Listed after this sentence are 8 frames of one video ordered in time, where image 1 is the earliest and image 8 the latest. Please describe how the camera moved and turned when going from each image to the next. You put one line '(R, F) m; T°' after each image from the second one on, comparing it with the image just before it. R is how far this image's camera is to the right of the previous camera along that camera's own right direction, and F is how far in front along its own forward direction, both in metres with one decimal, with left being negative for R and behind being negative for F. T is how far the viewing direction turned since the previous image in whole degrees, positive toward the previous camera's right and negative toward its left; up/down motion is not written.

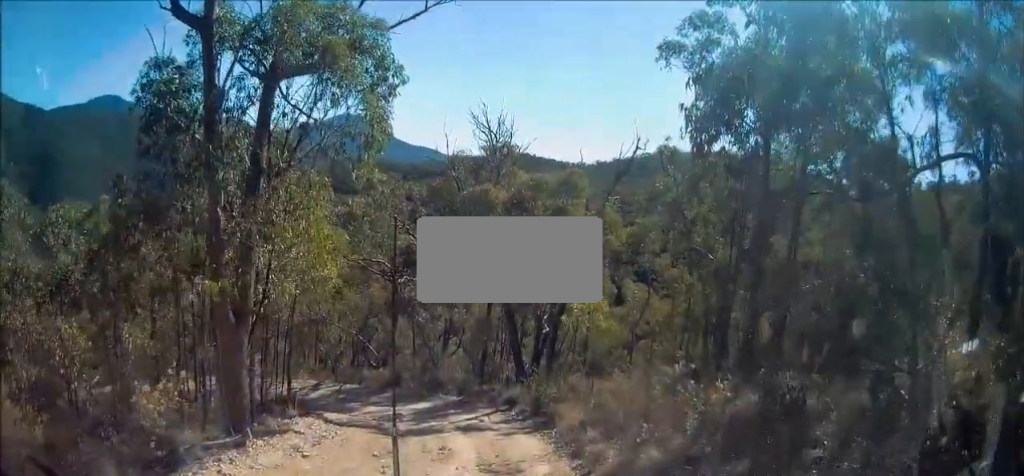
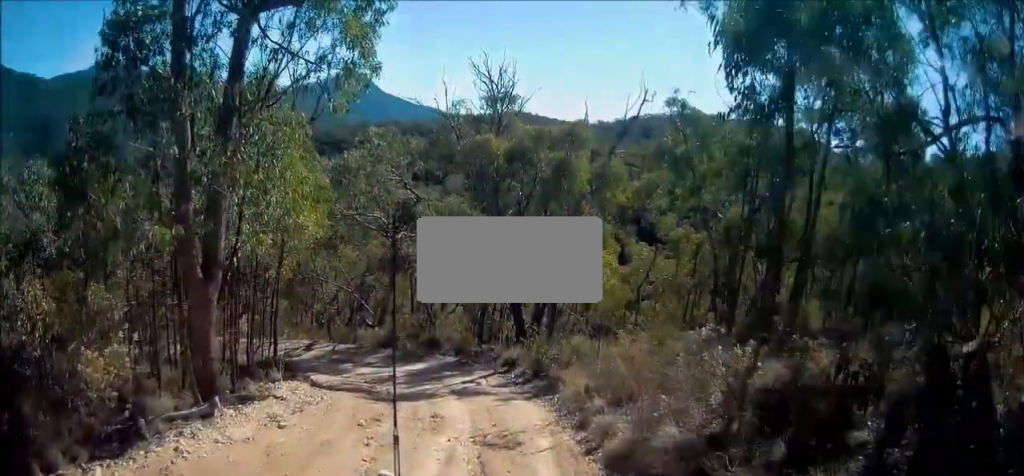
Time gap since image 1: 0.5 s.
(0.0, +1.0) m; 0°
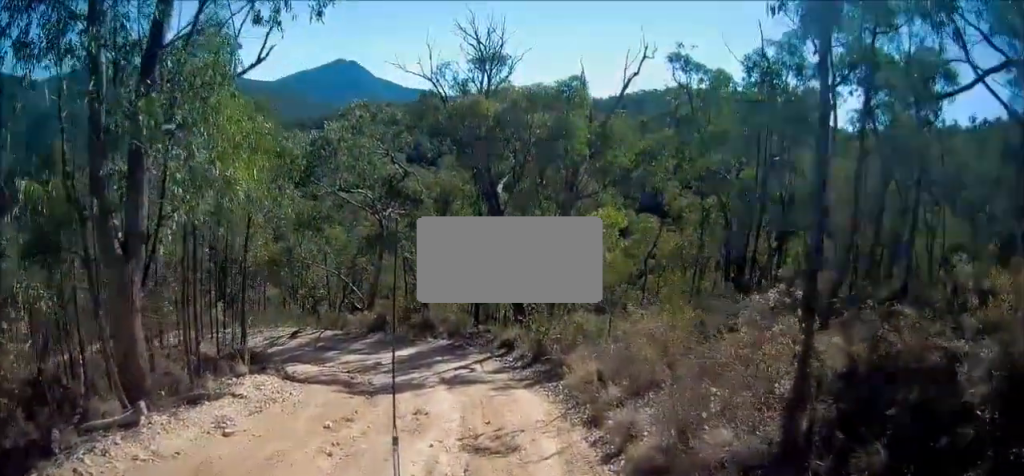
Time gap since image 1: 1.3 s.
(0.0, +1.9) m; -2°
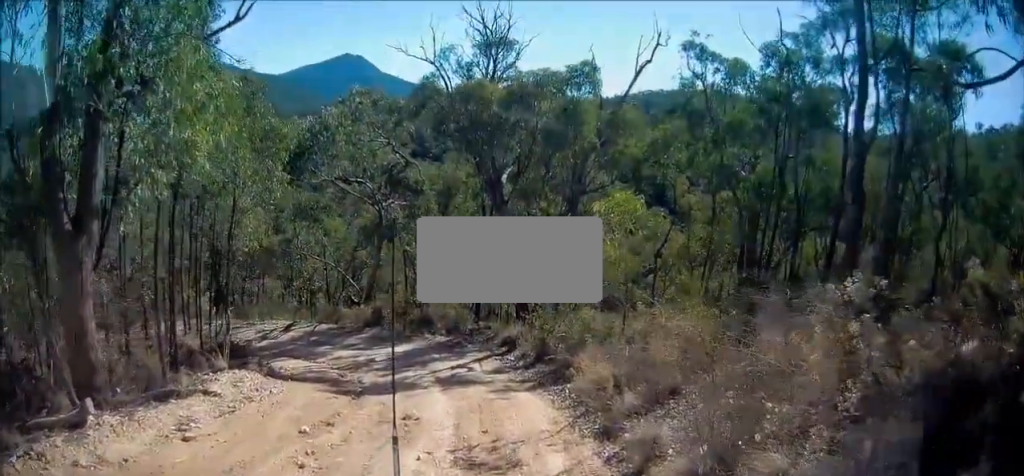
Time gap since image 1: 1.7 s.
(-0.1, +0.9) m; 0°
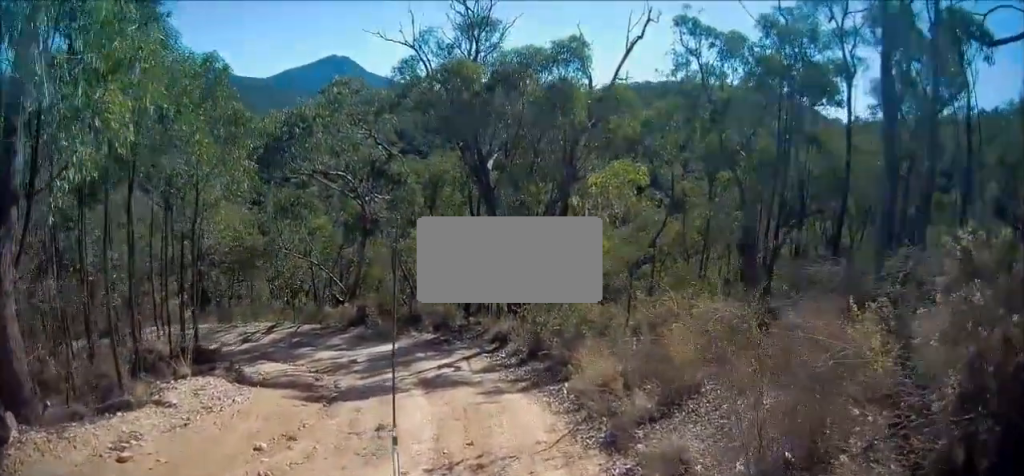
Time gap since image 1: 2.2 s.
(0.0, +1.1) m; +1°
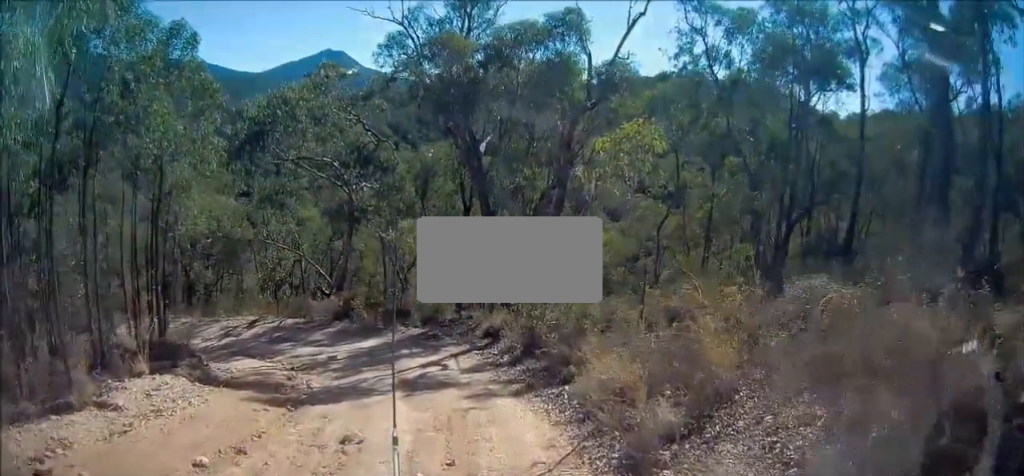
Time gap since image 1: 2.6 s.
(+0.1, +1.1) m; +1°
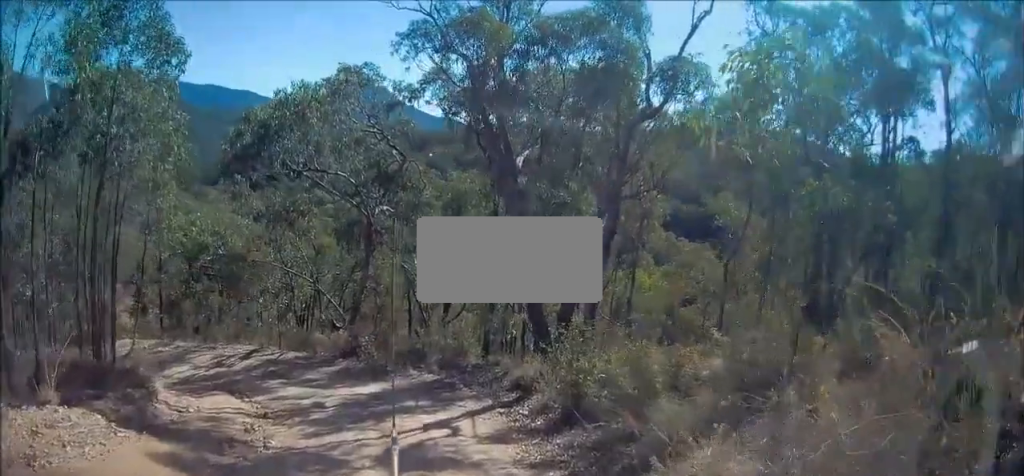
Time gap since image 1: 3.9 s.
(+0.1, +3.1) m; -10°
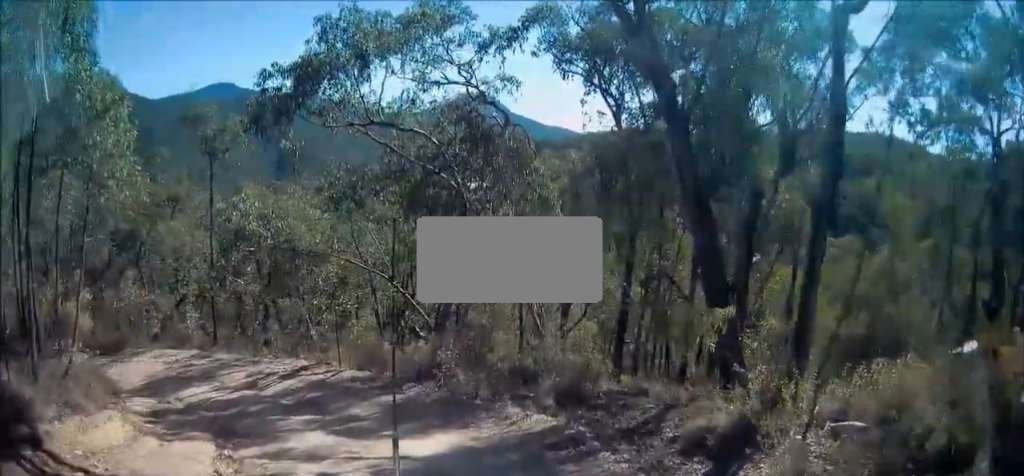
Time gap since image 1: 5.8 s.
(-0.9, +5.6) m; -13°
